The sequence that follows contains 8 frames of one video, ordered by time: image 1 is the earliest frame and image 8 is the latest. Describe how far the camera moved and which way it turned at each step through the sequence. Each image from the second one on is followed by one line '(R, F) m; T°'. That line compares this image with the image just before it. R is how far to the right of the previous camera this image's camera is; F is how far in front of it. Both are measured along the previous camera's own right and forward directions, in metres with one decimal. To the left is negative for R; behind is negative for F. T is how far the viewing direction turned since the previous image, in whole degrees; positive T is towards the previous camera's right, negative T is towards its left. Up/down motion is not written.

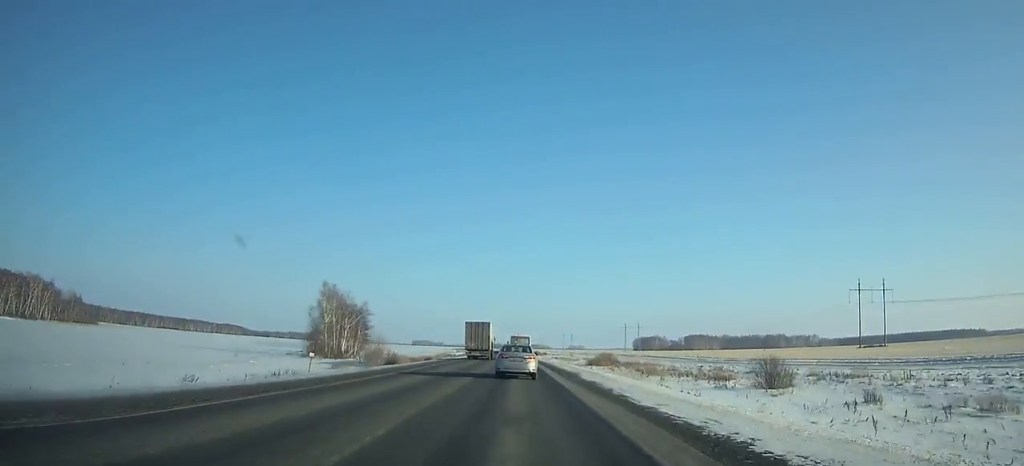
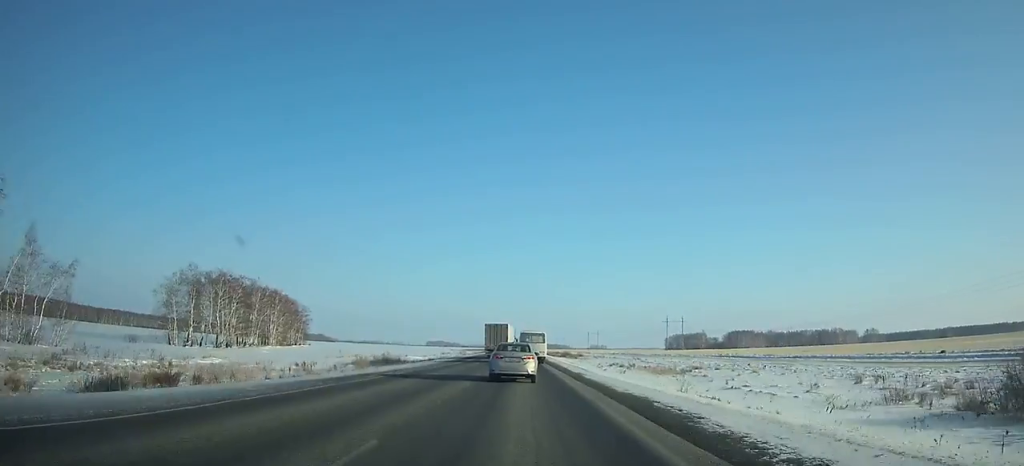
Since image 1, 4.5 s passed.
(-1.4, +94.1) m; -1°
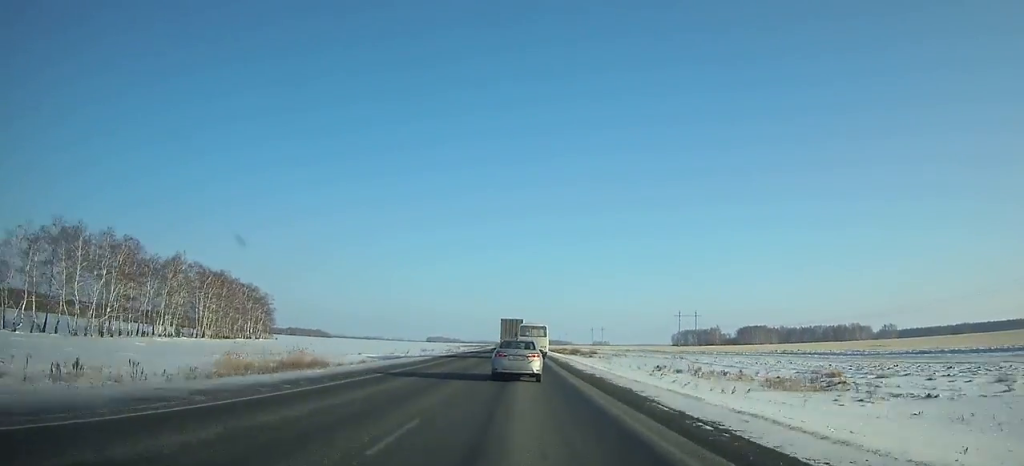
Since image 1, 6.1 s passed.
(-0.1, +33.6) m; 0°
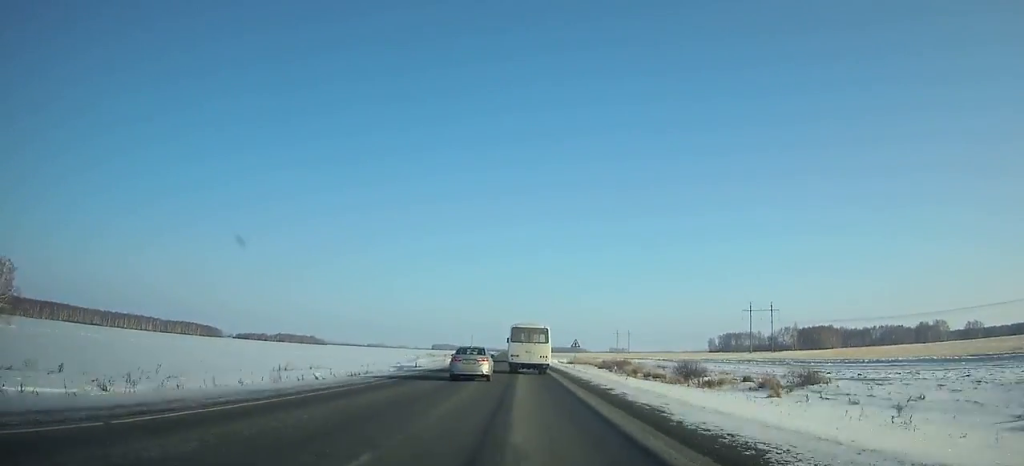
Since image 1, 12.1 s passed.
(-1.7, +127.9) m; -2°
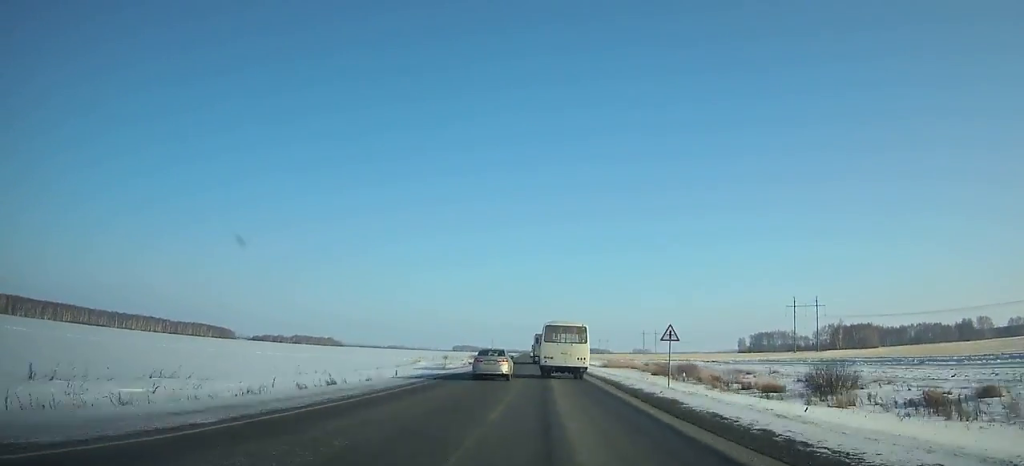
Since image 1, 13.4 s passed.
(-0.3, +28.7) m; -1°
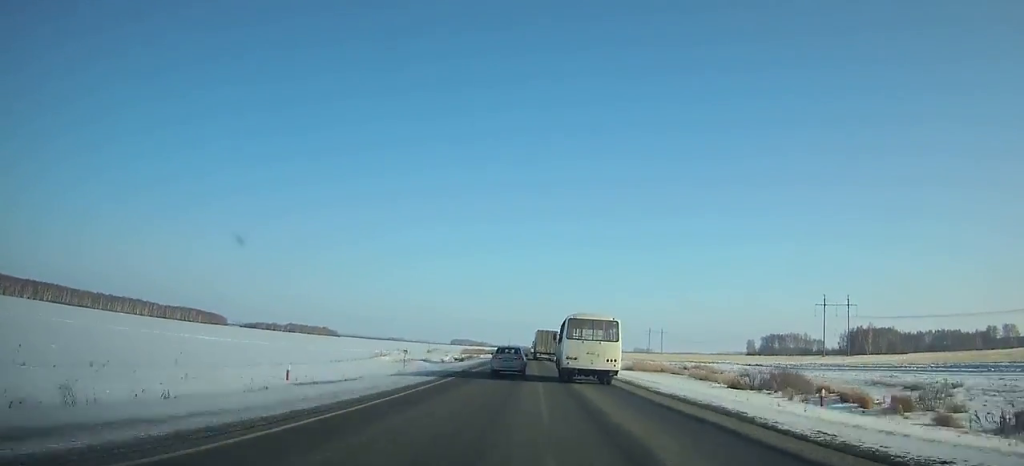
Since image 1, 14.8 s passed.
(-0.1, +31.3) m; 0°
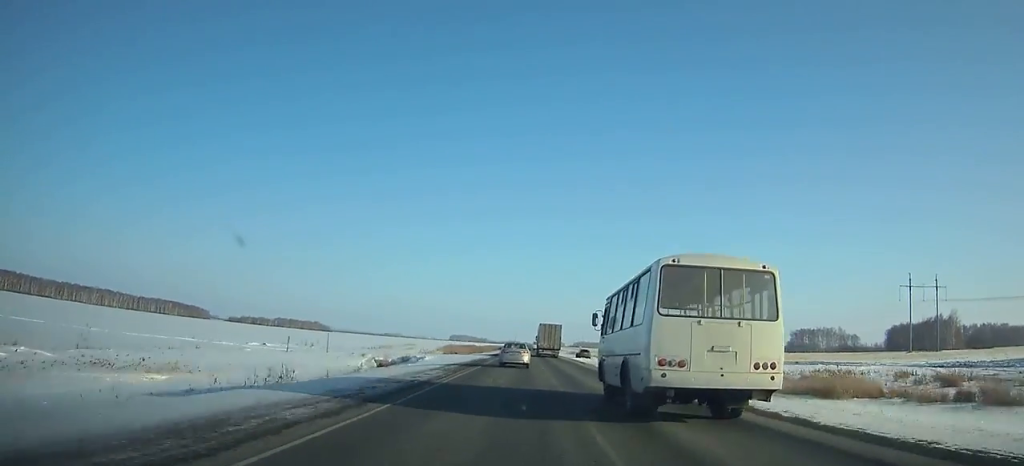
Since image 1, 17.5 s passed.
(-0.1, +61.3) m; 0°
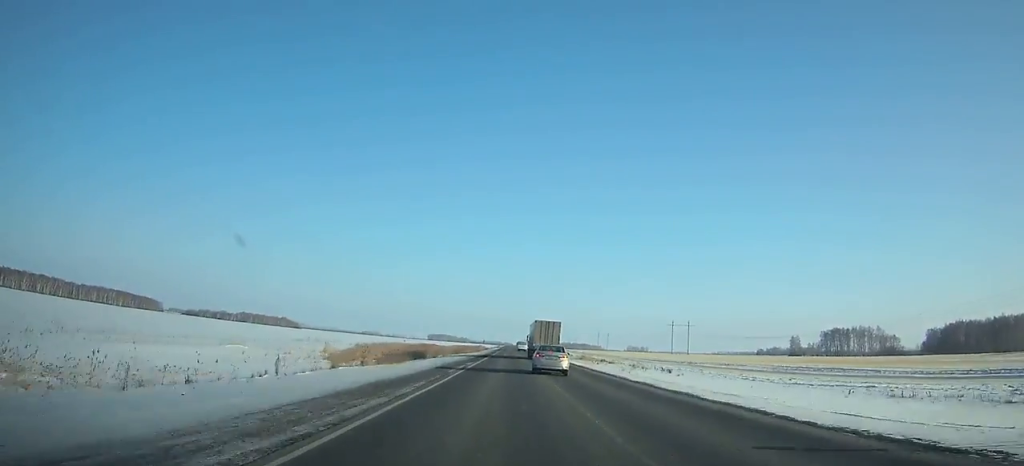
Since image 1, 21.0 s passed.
(+0.3, +78.8) m; +1°
